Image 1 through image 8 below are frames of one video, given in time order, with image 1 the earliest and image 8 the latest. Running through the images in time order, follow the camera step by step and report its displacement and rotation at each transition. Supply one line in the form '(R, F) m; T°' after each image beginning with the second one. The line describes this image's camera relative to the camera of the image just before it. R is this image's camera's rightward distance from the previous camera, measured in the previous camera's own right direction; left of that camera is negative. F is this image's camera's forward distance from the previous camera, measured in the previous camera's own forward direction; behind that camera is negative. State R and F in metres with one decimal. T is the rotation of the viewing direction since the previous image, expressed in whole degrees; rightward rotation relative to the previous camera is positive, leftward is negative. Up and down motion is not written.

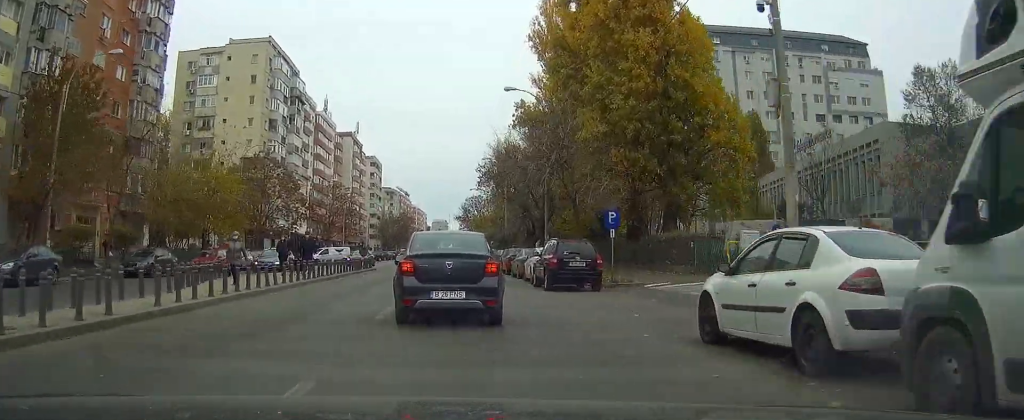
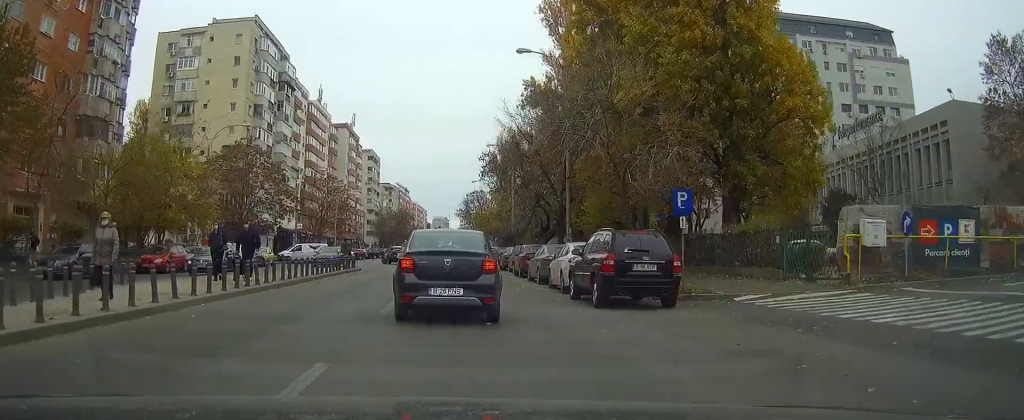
(0.0, +8.2) m; 0°
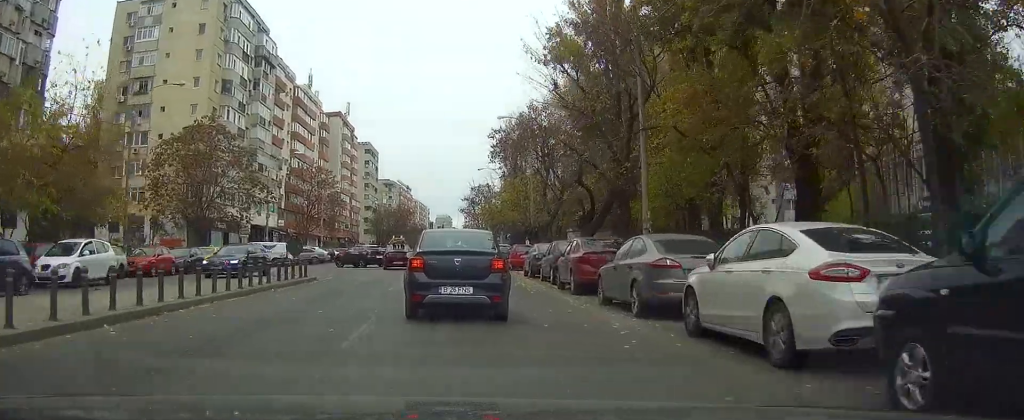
(0.0, +13.9) m; 0°
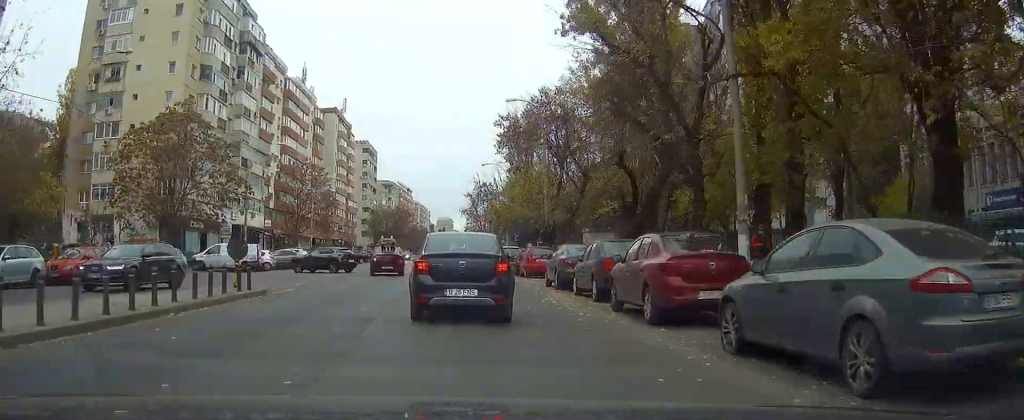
(0.0, +7.3) m; 0°
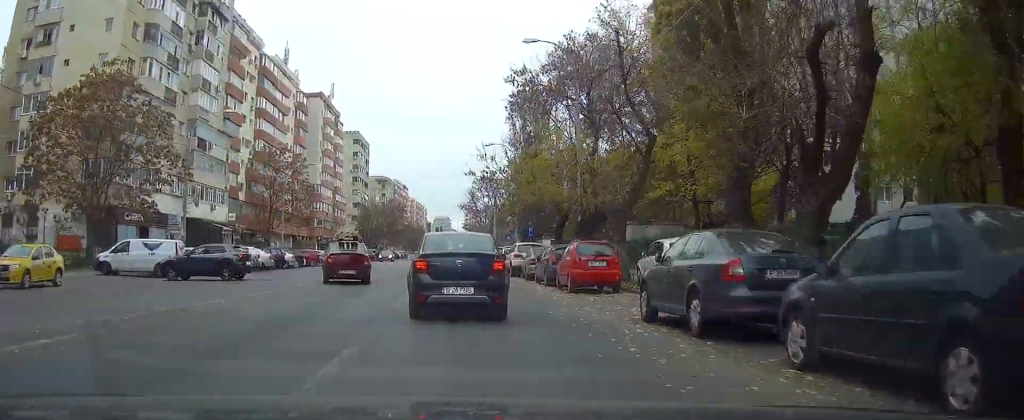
(0.0, +13.3) m; 0°
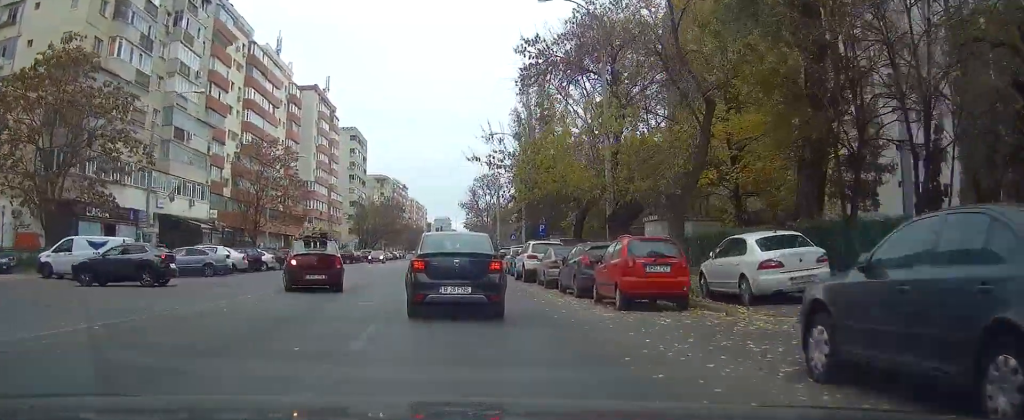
(0.0, +5.9) m; 0°
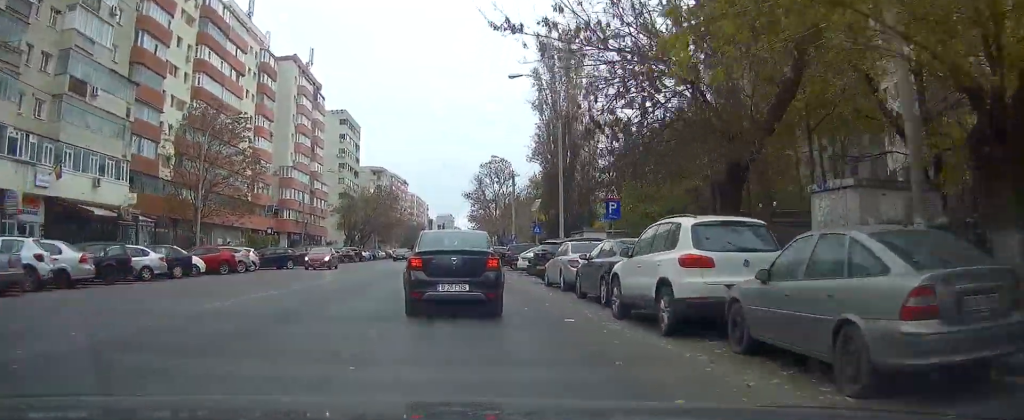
(0.0, +18.2) m; 0°
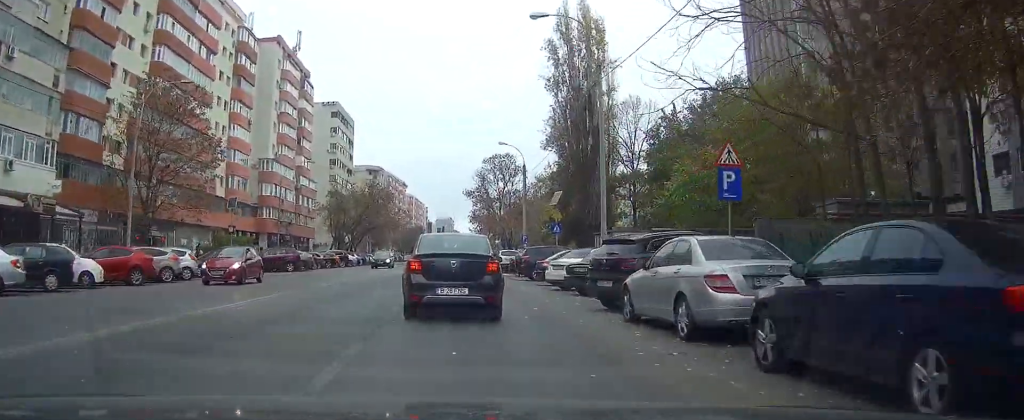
(0.0, +10.5) m; 0°
